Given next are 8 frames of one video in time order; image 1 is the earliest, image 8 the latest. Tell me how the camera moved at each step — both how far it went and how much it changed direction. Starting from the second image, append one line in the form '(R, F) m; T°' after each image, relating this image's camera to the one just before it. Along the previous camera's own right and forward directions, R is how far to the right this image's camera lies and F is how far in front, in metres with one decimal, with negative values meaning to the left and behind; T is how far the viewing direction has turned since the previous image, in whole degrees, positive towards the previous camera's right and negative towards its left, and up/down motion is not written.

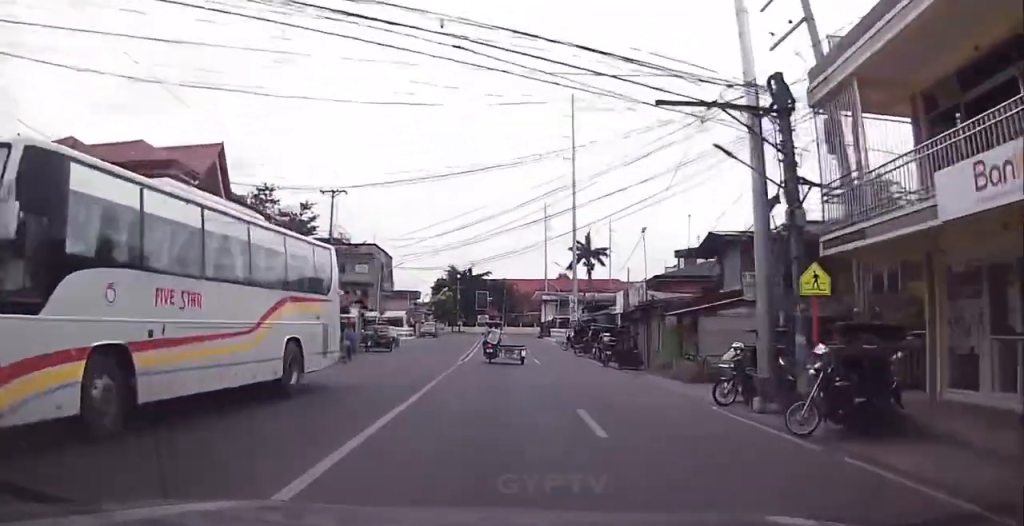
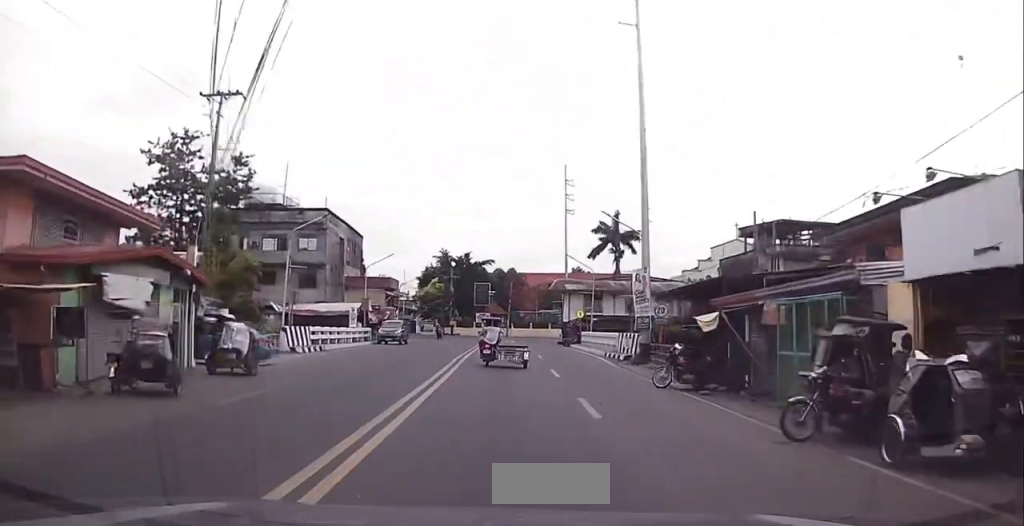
(-0.1, +25.1) m; +2°
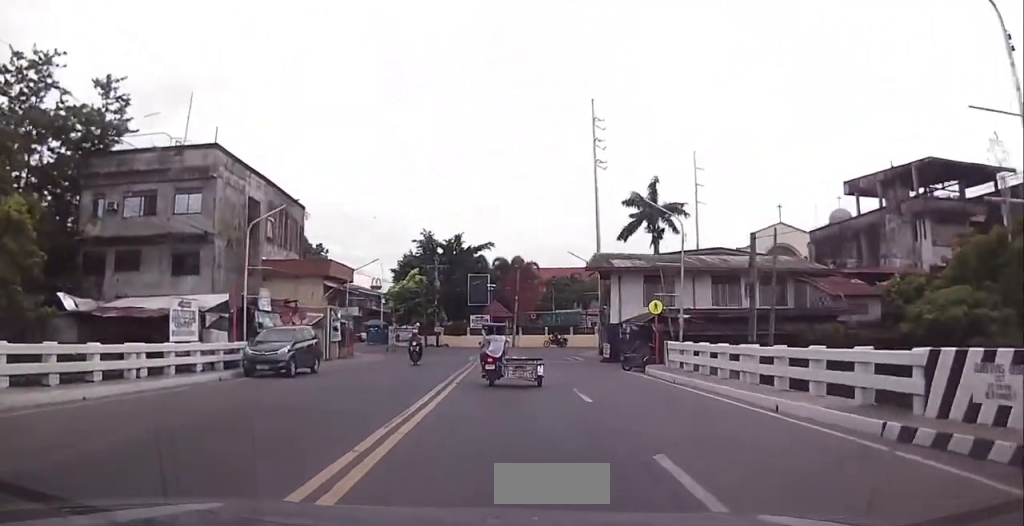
(+0.7, +21.6) m; +2°
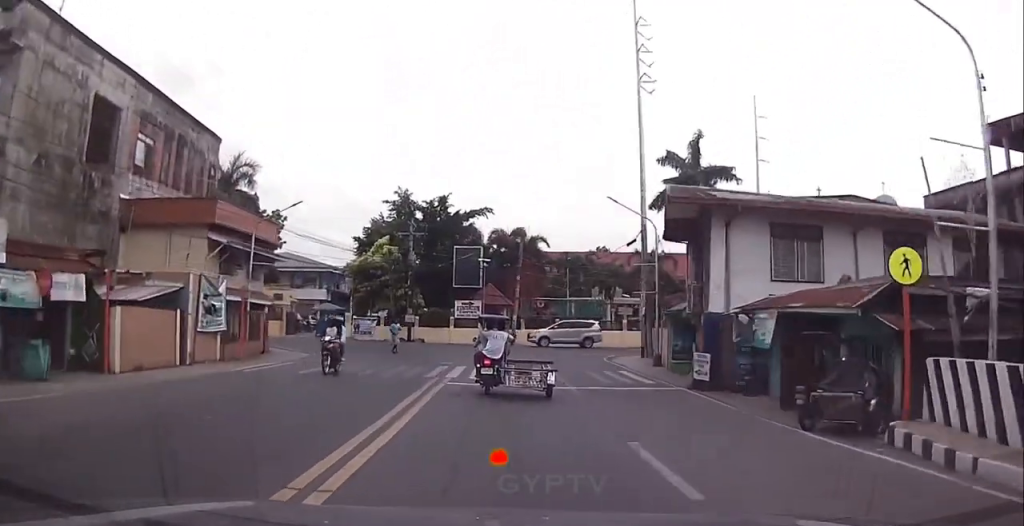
(+0.1, +14.8) m; 0°
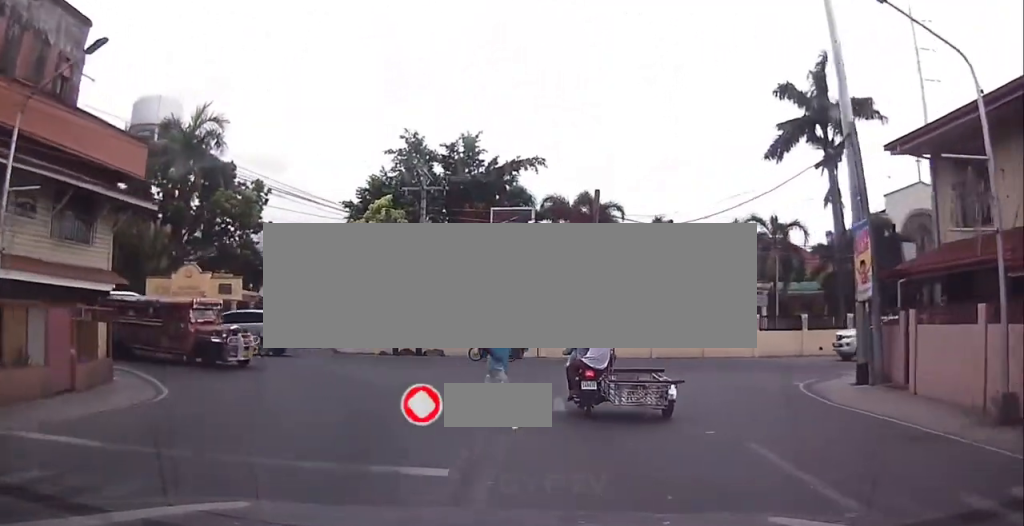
(-0.2, +16.2) m; -4°
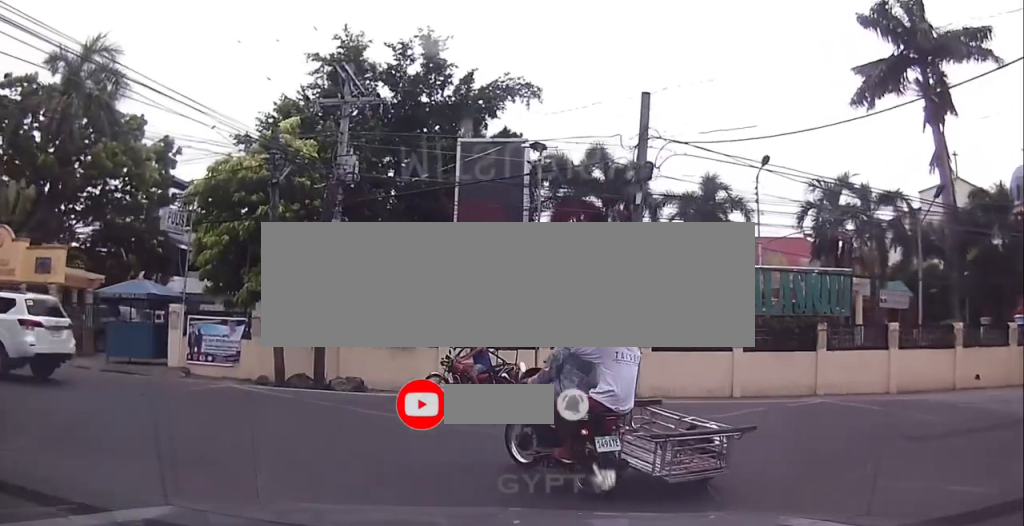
(+0.3, +12.5) m; +1°
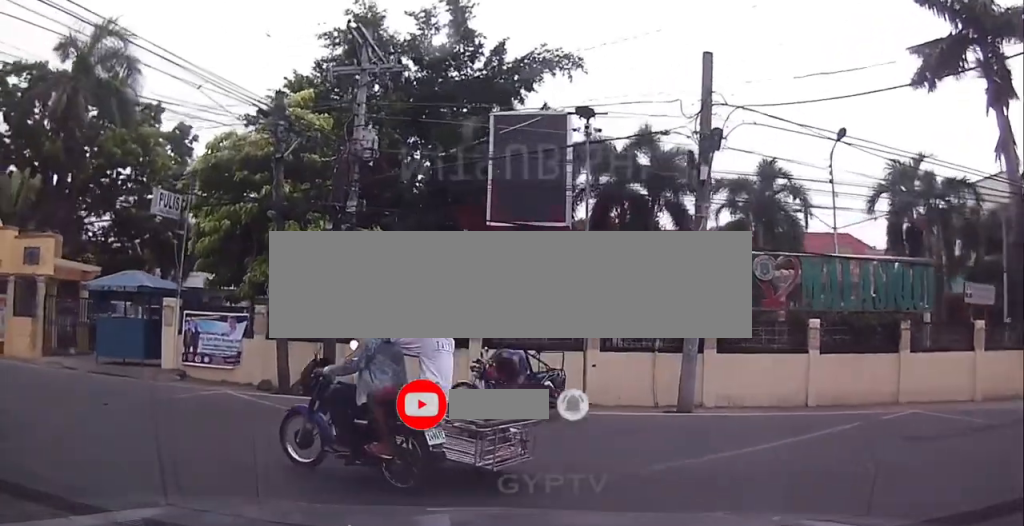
(0.0, +2.2) m; -10°
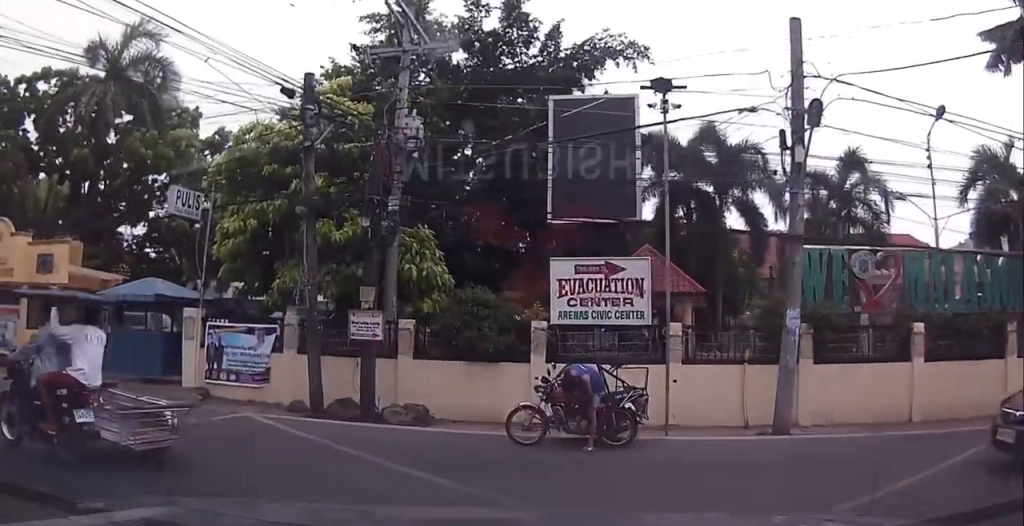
(-0.2, +2.0) m; -19°
